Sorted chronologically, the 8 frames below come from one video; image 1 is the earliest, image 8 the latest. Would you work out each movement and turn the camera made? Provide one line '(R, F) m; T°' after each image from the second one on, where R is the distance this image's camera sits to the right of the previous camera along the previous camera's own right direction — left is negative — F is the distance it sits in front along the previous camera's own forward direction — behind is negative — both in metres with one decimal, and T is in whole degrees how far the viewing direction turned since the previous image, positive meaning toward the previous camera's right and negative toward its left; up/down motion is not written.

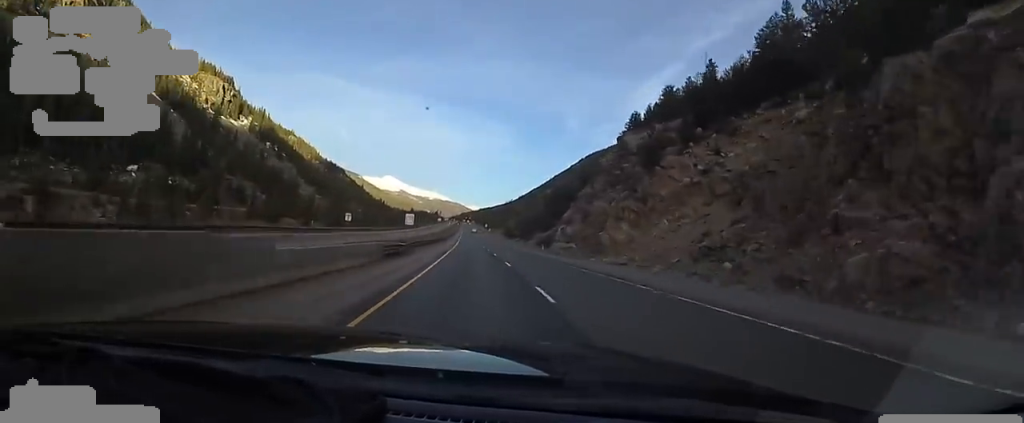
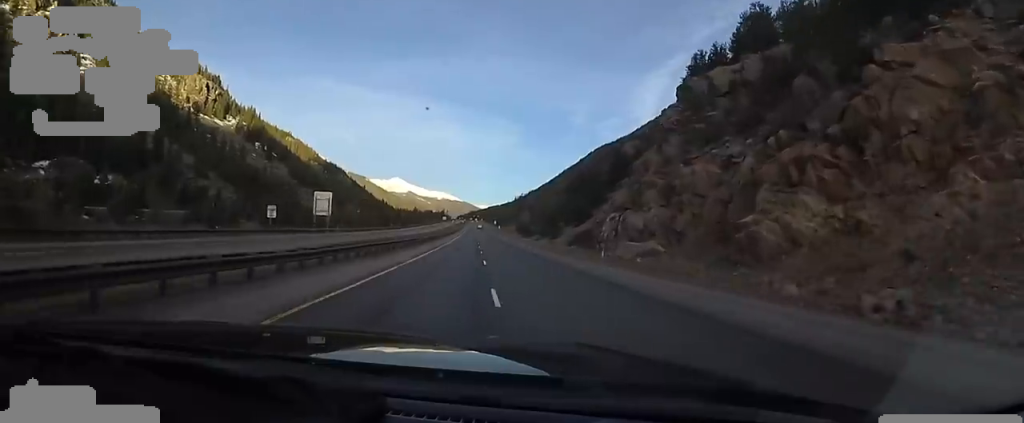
(0.0, +37.7) m; 0°
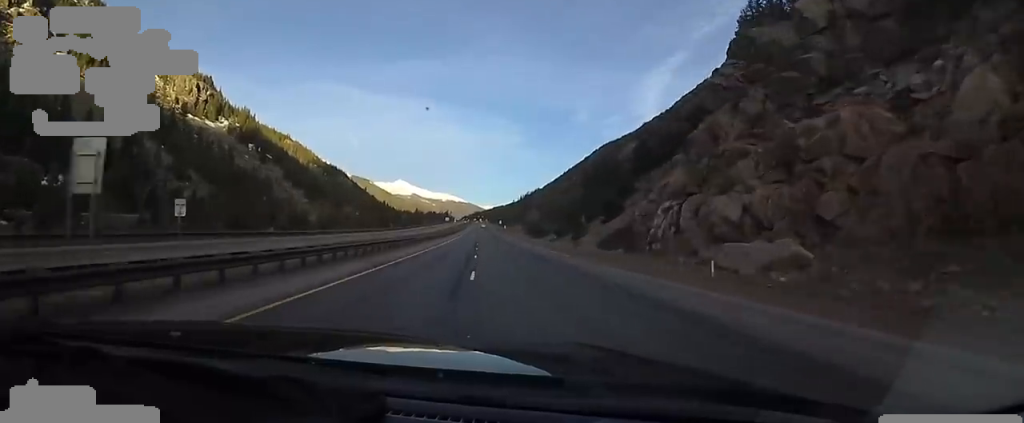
(0.0, +20.0) m; 0°
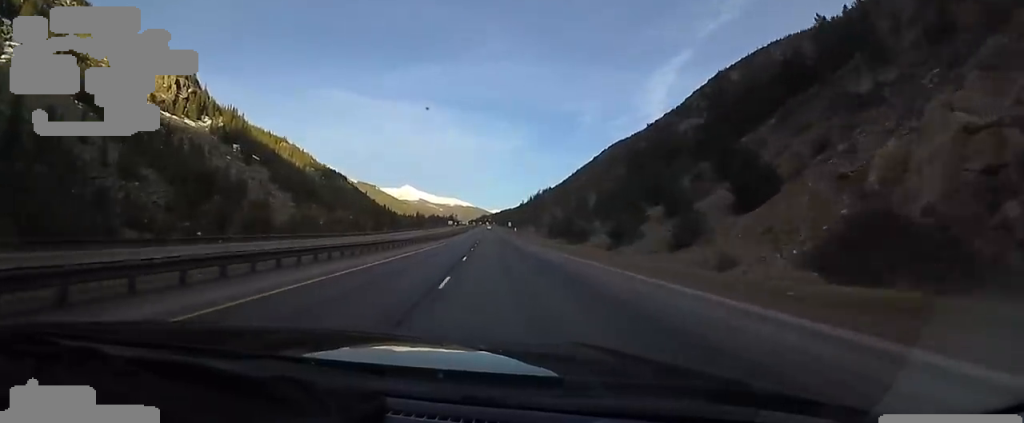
(0.0, +38.8) m; -1°
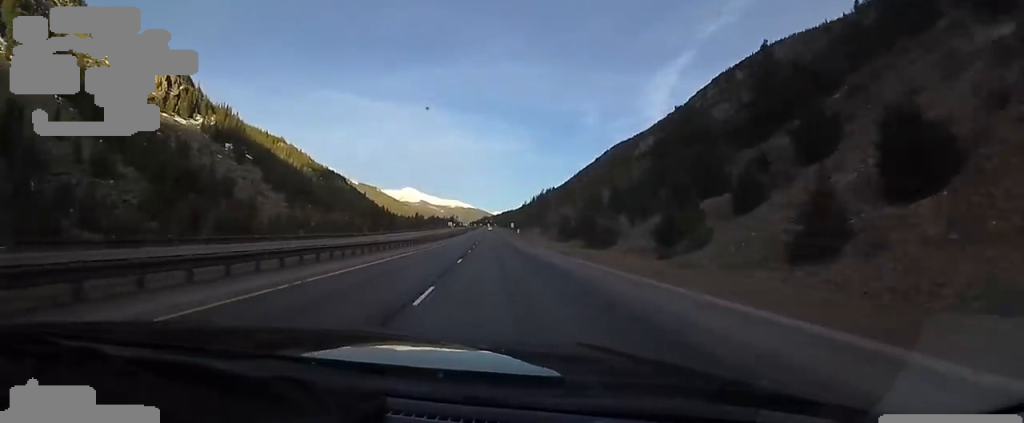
(+0.2, +14.7) m; -1°
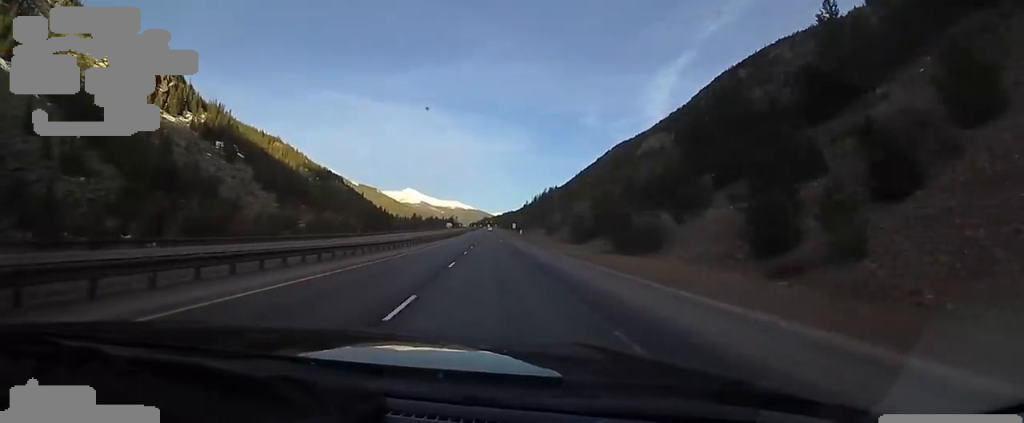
(-0.1, +14.7) m; -1°
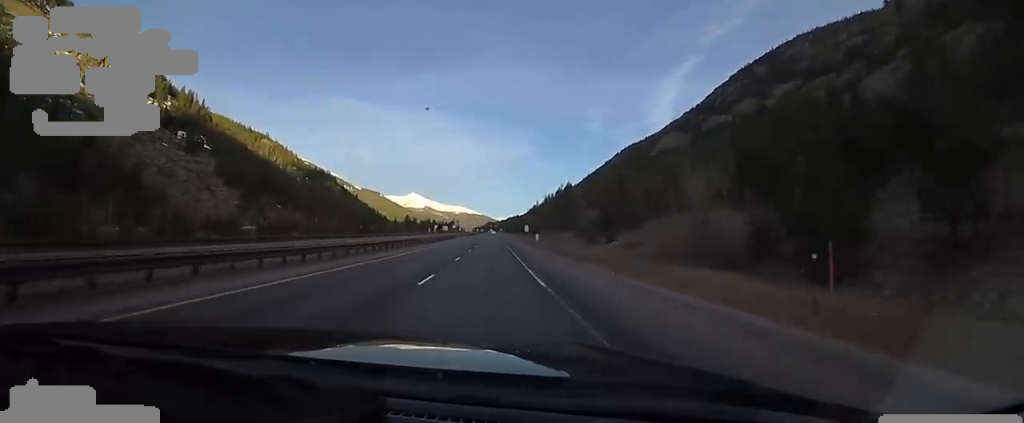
(+0.2, +55.8) m; 0°
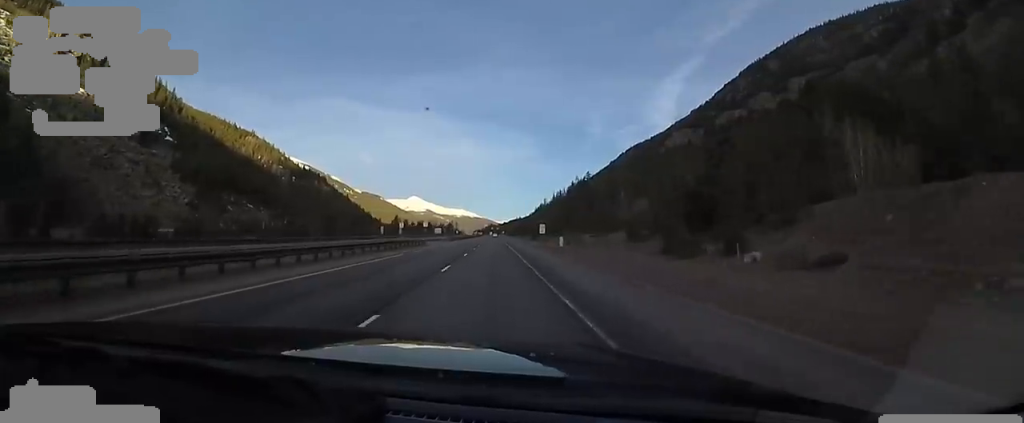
(-0.9, +45.0) m; 0°
